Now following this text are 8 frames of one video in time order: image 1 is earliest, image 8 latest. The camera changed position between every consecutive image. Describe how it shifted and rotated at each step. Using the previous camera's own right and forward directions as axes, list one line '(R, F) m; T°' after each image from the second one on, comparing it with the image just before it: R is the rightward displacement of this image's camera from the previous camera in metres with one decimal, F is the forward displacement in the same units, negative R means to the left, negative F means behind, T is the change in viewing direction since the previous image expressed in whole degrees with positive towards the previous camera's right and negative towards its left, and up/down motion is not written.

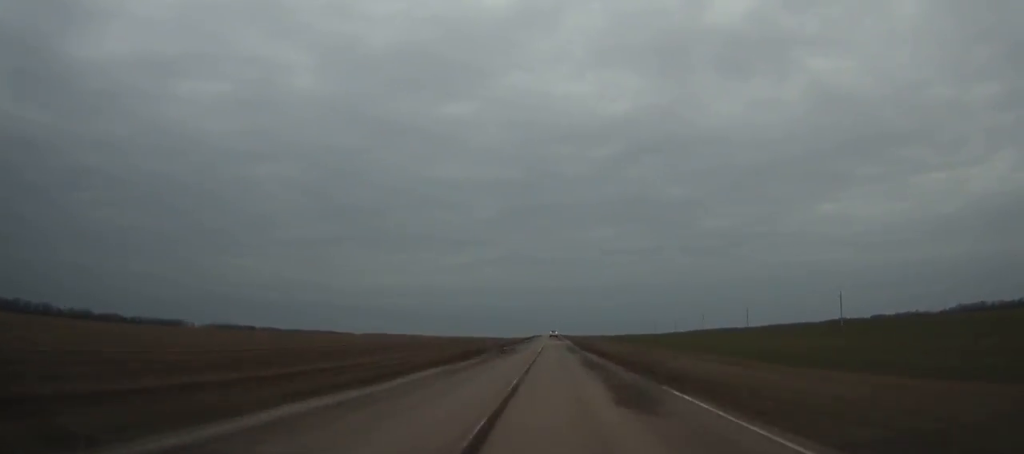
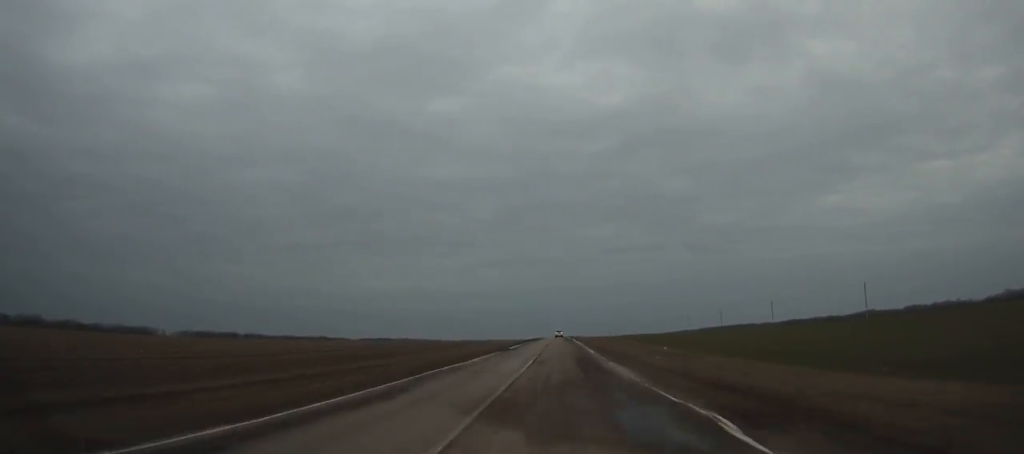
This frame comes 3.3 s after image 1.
(-0.2, +84.1) m; 0°
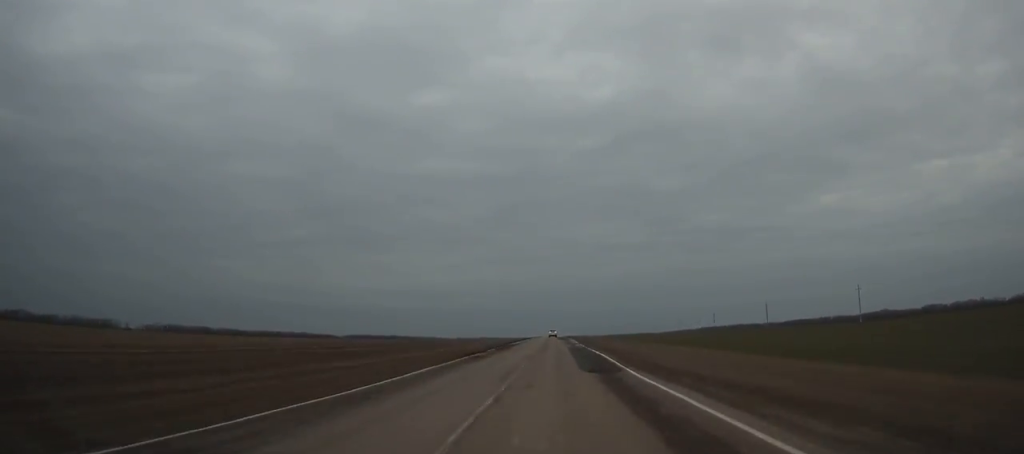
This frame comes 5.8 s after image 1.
(0.0, +63.6) m; 0°
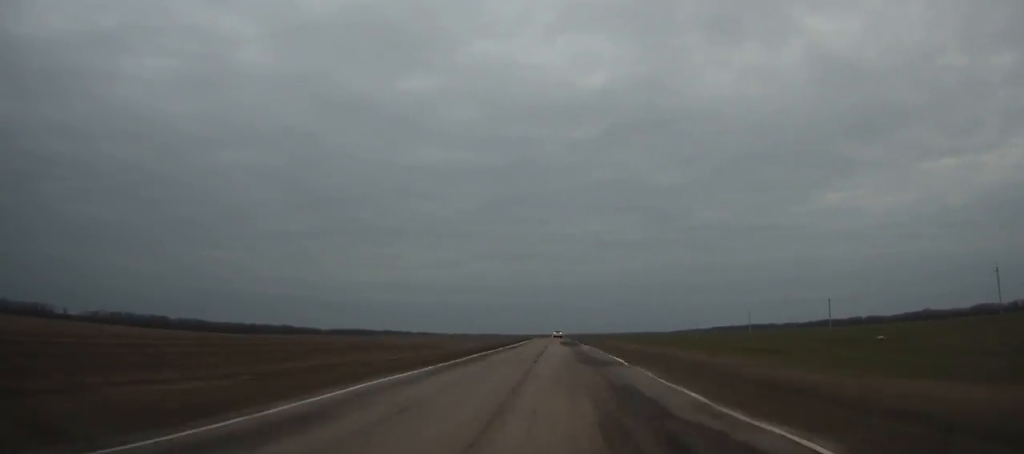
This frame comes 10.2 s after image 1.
(+0.1, +111.6) m; 0°
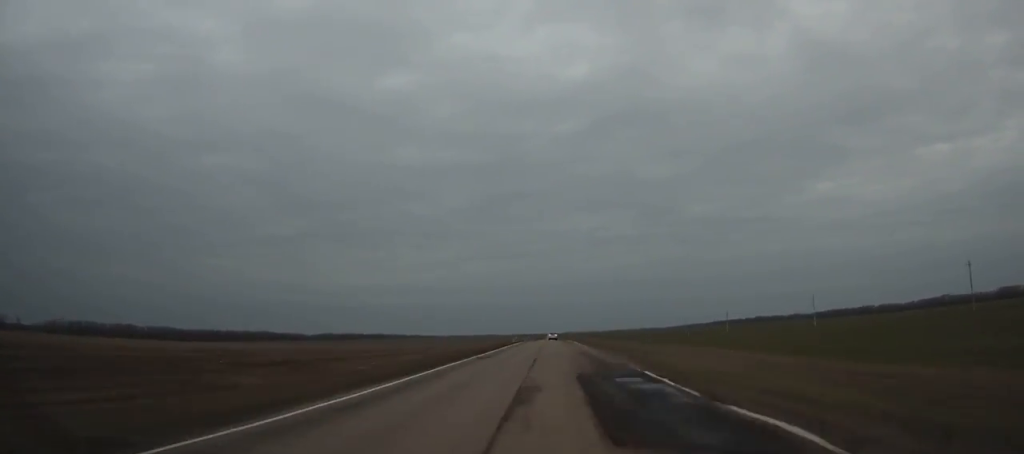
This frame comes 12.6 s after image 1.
(+0.1, +61.0) m; 0°
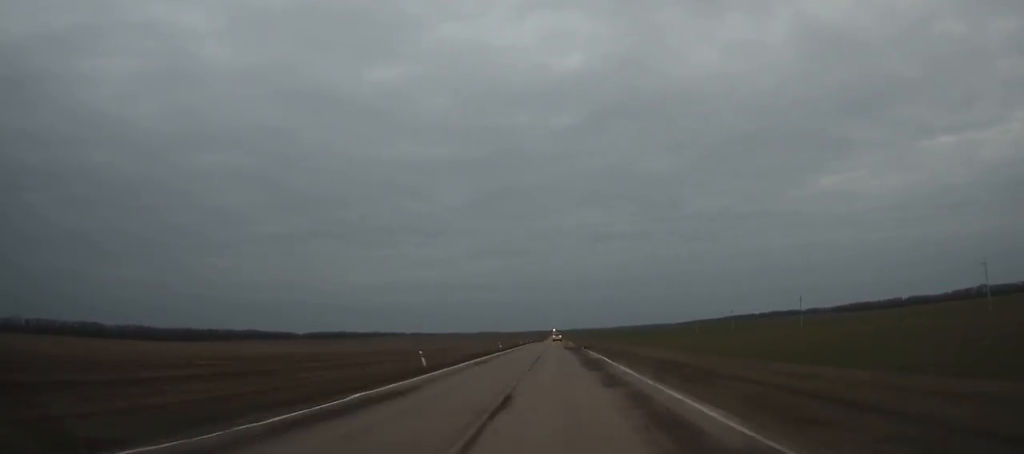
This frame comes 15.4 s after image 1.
(-0.2, +71.5) m; 0°
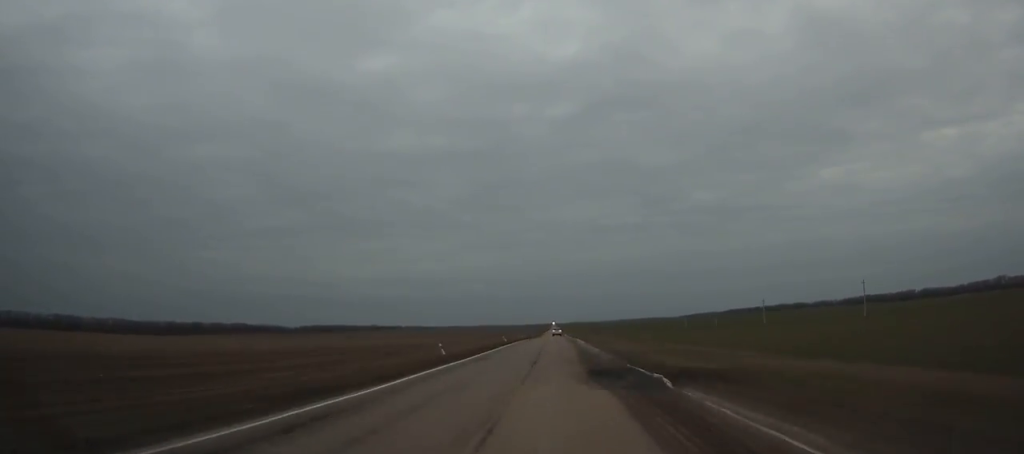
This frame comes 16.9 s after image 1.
(-0.1, +38.5) m; 0°
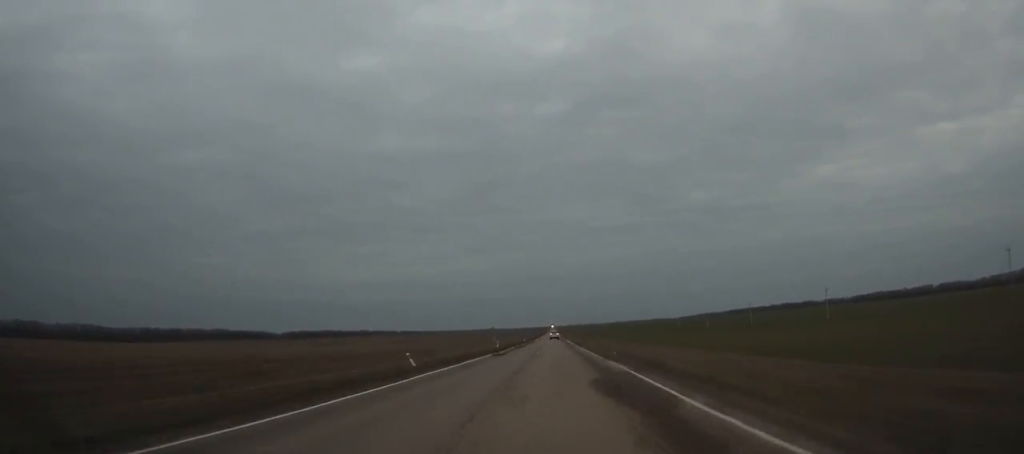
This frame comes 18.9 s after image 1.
(0.0, +51.7) m; 0°
